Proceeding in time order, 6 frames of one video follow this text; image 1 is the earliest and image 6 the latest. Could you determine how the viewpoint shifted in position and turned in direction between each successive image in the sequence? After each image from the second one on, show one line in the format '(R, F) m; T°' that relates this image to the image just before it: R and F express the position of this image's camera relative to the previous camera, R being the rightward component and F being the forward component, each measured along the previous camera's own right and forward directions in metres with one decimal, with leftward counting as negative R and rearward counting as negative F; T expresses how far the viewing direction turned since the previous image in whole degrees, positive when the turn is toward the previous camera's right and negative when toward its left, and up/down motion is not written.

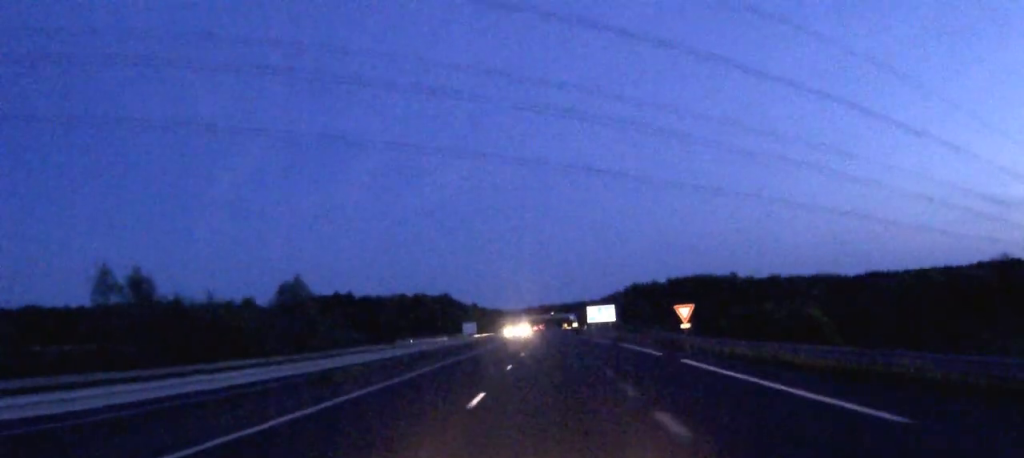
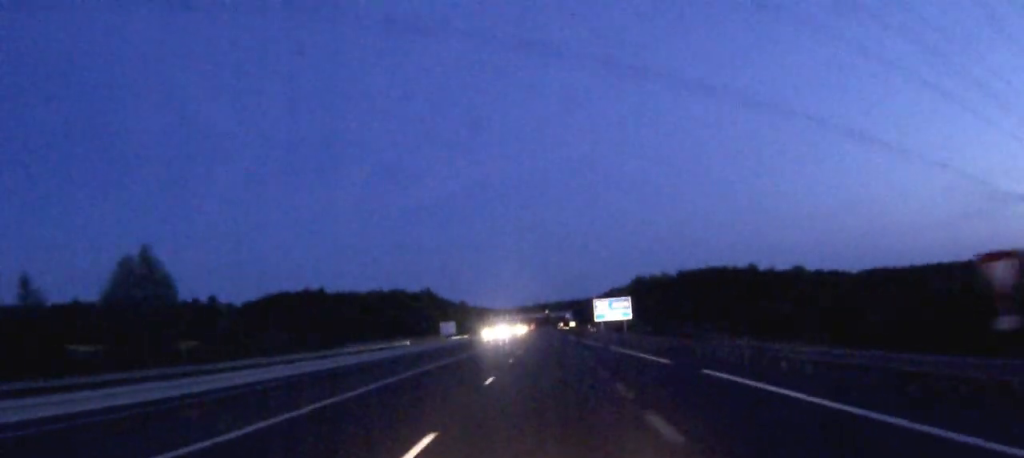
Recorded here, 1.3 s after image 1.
(+0.1, +32.8) m; 0°
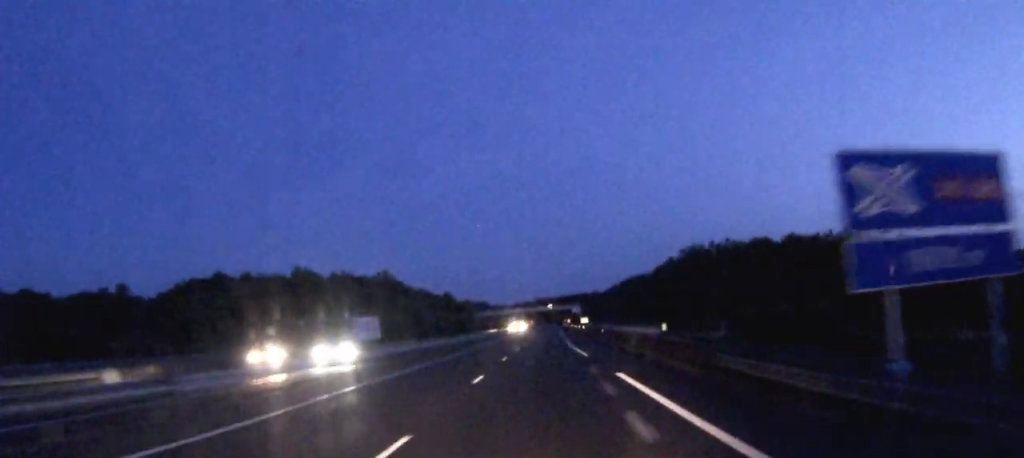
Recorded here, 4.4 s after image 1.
(-0.2, +77.8) m; -1°
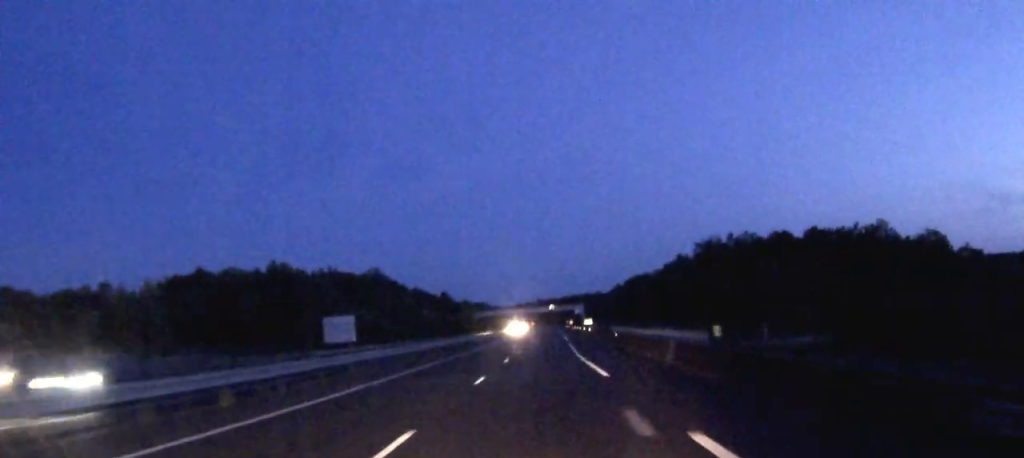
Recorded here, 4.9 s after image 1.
(0.0, +12.7) m; 0°
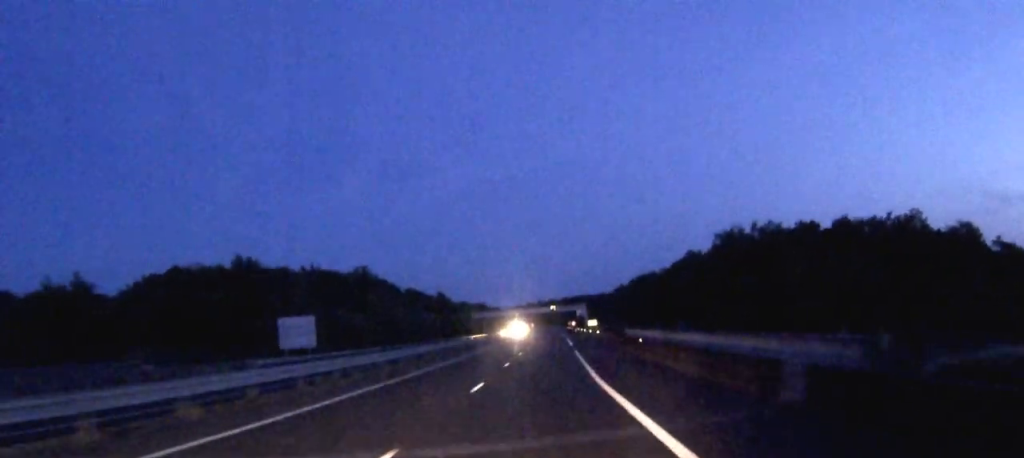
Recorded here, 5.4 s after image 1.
(0.0, +14.4) m; 0°
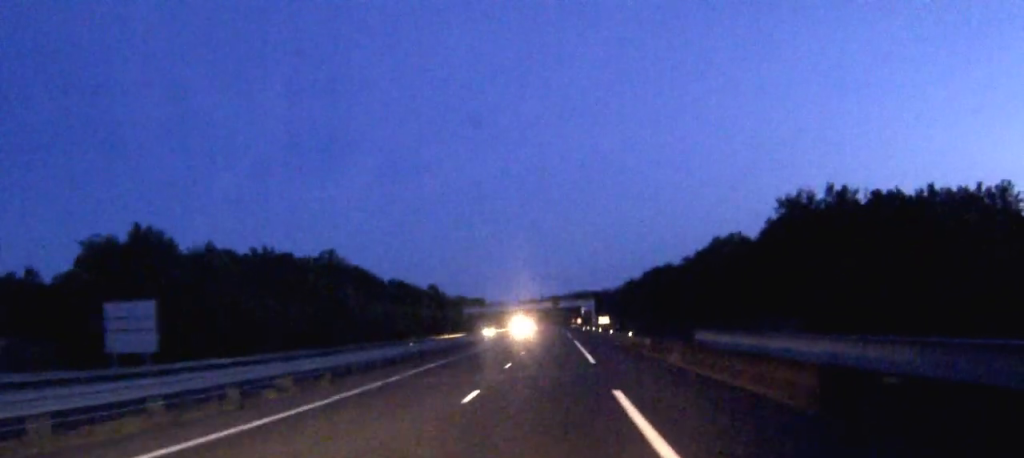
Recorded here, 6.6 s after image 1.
(0.0, +29.7) m; 0°
